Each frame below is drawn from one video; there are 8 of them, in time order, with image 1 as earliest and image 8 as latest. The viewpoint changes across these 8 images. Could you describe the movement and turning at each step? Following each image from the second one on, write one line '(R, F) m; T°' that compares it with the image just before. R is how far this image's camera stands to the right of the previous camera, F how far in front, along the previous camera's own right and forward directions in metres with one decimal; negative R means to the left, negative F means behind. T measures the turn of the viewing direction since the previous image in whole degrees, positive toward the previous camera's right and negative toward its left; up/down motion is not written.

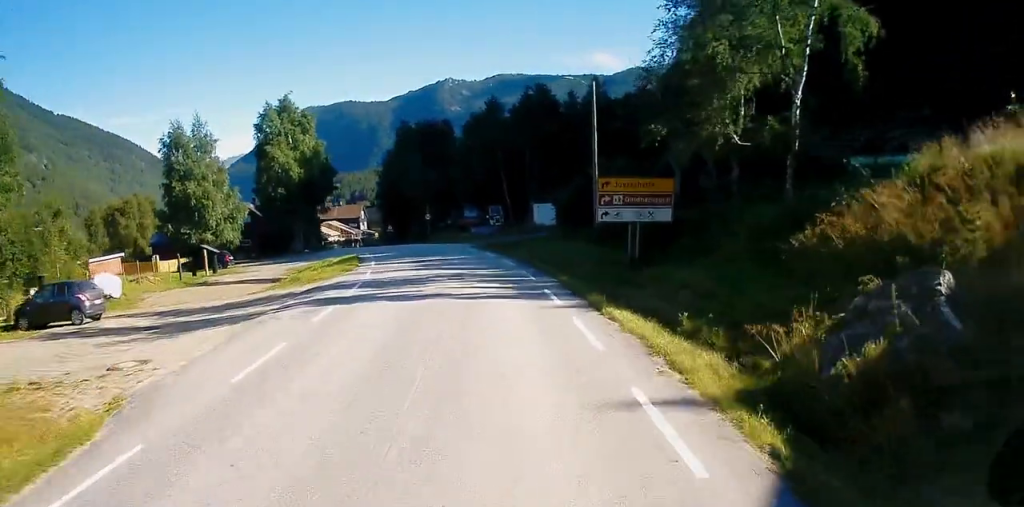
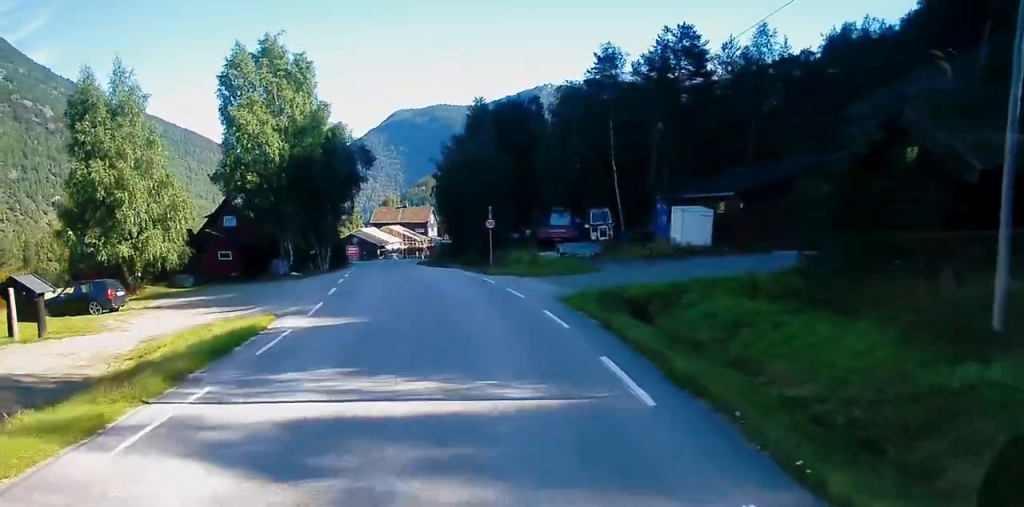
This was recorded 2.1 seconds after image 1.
(-0.1, +27.5) m; -3°
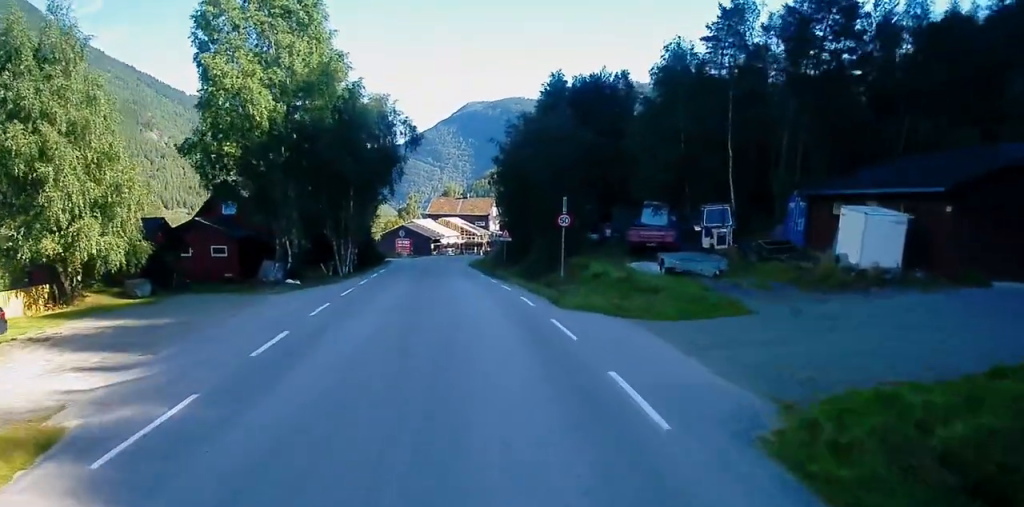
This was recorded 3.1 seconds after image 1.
(-0.6, +12.4) m; -5°
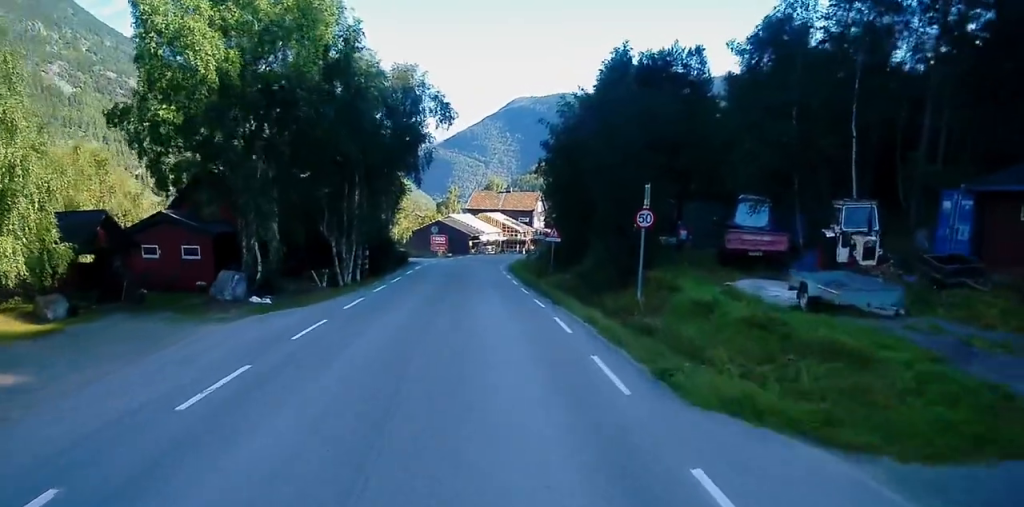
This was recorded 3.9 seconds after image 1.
(-0.2, +9.6) m; -4°
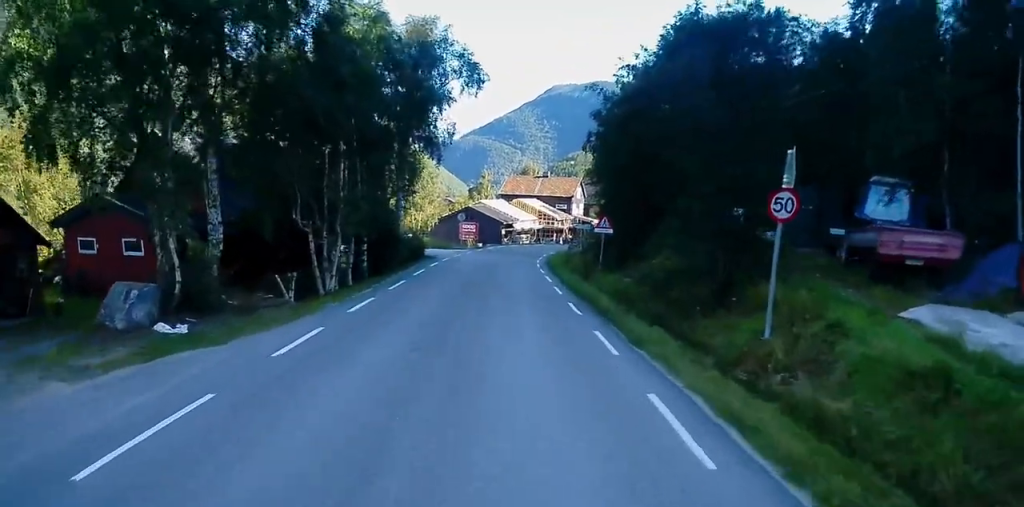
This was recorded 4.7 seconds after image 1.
(-0.4, +8.8) m; -3°
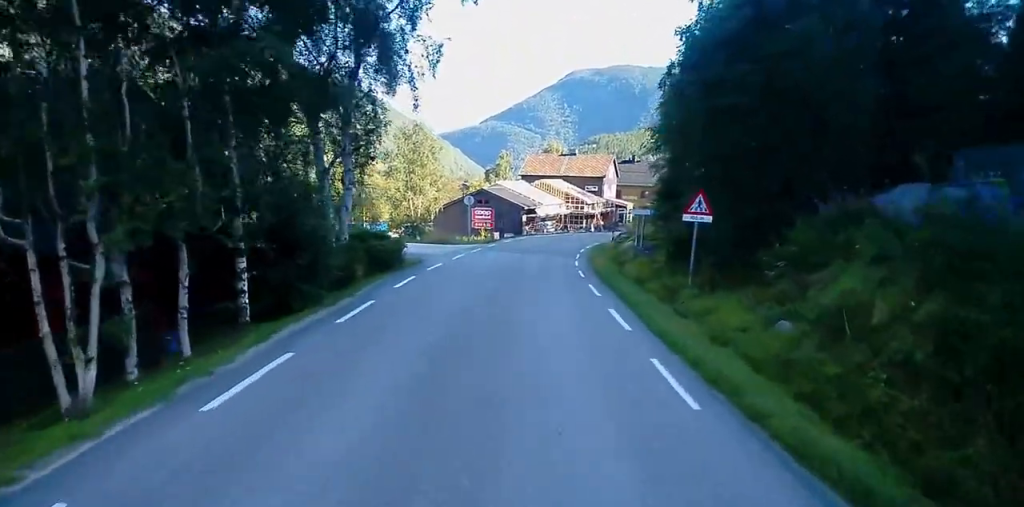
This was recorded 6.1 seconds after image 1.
(-0.5, +15.8) m; -2°
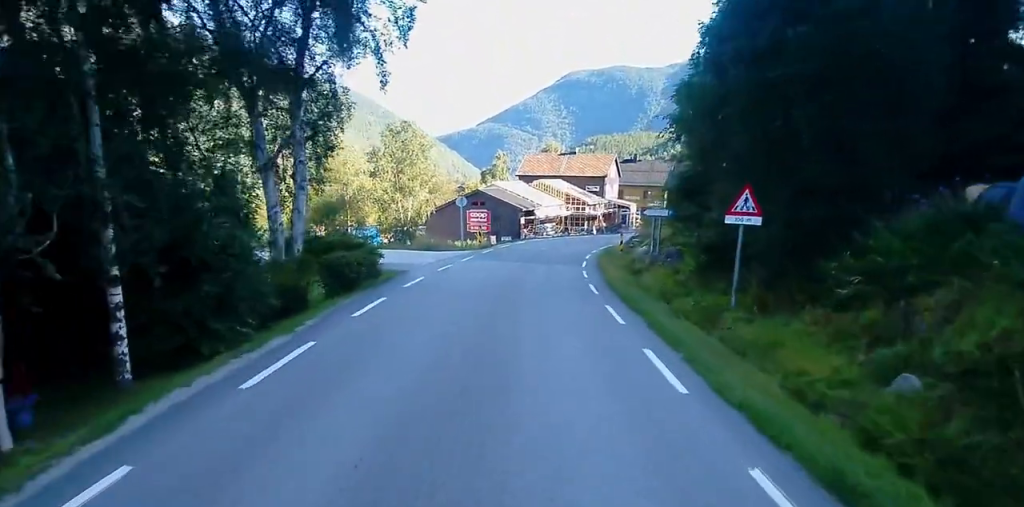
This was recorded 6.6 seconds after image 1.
(0.0, +4.8) m; +1°
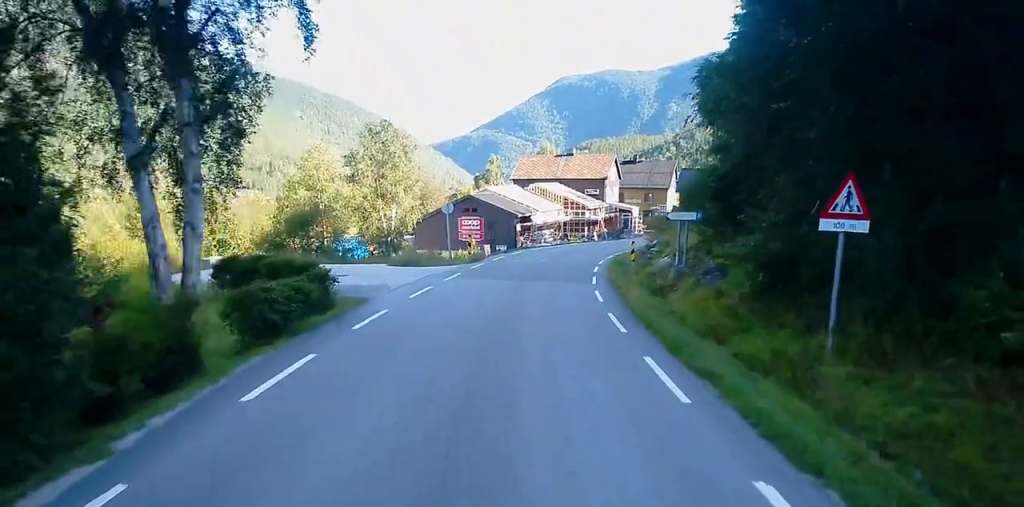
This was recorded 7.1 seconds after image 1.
(0.0, +6.1) m; +1°
